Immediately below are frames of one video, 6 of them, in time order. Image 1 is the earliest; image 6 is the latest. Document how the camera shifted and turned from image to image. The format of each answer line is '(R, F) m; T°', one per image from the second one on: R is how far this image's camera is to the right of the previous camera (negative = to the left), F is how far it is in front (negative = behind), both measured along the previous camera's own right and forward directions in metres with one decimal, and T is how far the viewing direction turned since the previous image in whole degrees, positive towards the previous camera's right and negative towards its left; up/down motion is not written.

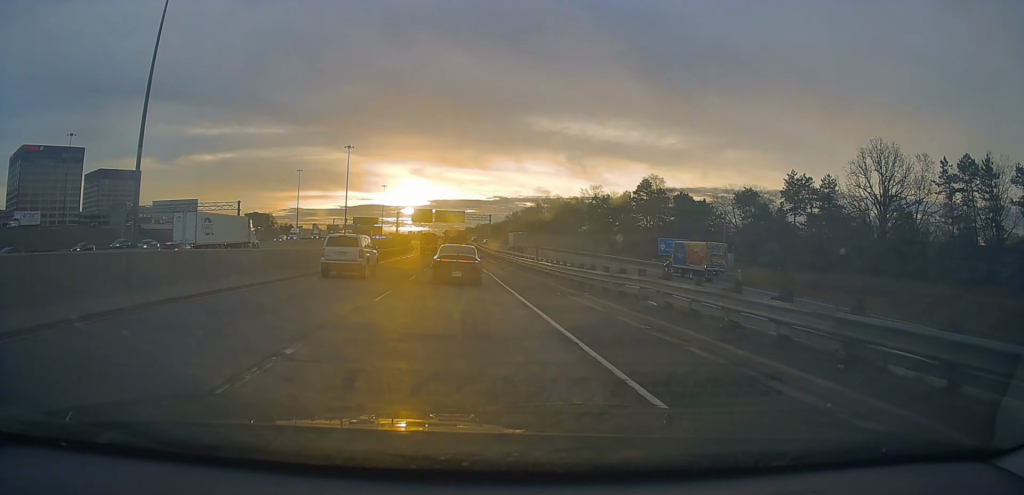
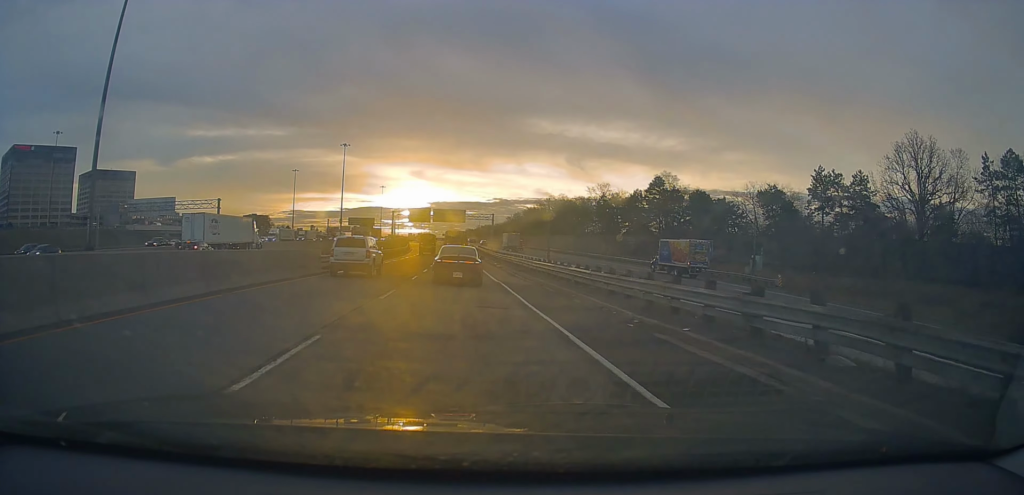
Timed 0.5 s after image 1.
(0.0, +8.7) m; 0°
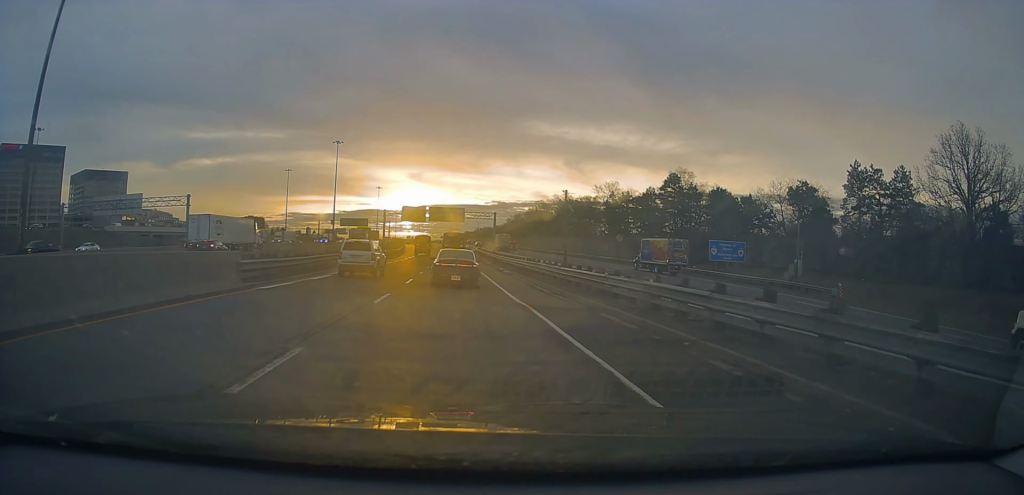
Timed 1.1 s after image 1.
(0.0, +10.4) m; 0°
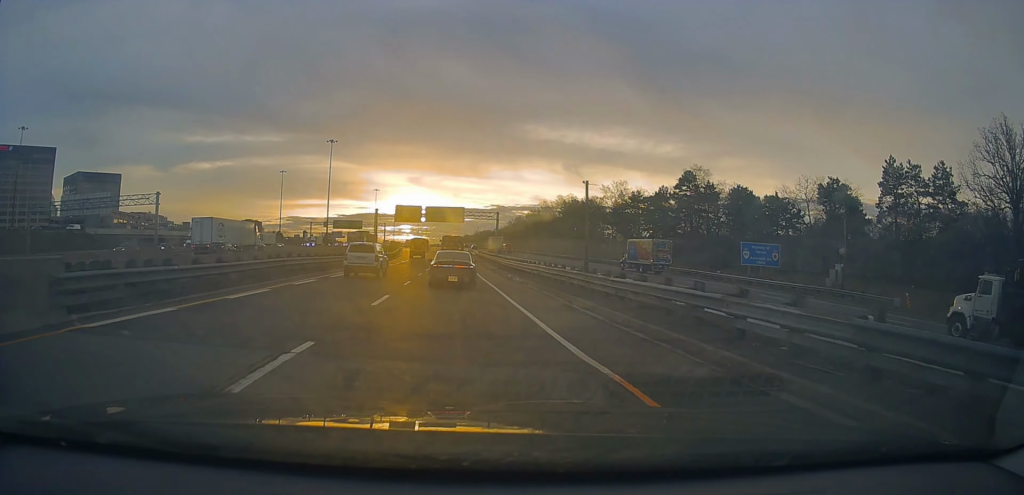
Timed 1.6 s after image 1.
(0.0, +8.6) m; 0°
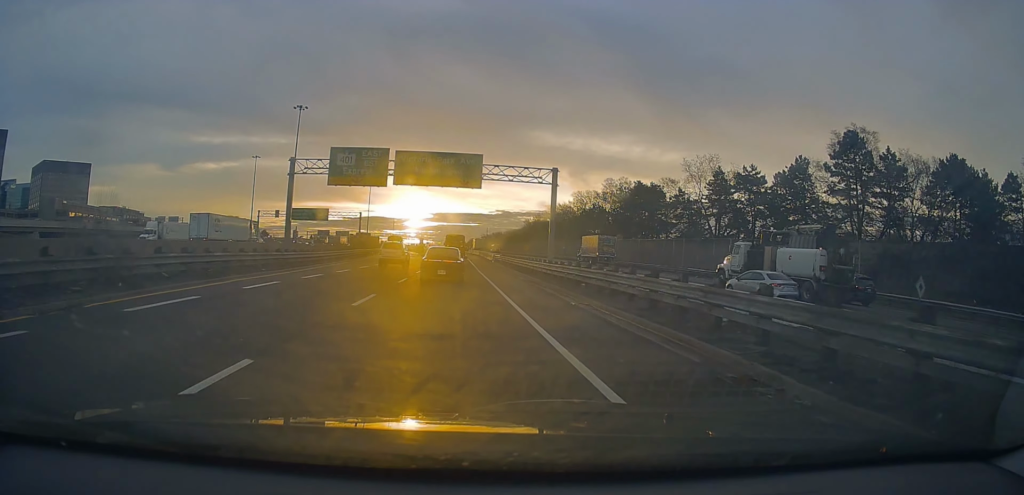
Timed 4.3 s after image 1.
(-0.5, +48.1) m; -3°
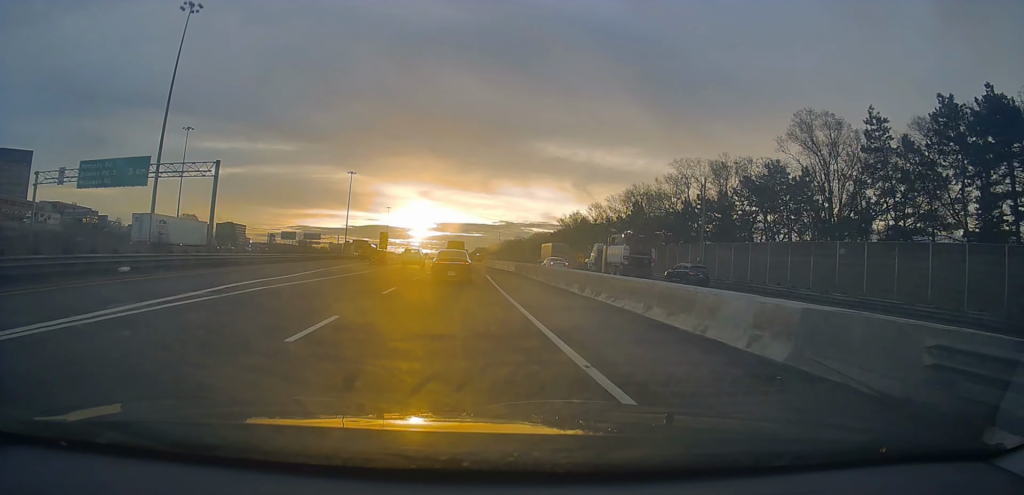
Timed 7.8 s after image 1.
(+2.4, +69.6) m; +2°
